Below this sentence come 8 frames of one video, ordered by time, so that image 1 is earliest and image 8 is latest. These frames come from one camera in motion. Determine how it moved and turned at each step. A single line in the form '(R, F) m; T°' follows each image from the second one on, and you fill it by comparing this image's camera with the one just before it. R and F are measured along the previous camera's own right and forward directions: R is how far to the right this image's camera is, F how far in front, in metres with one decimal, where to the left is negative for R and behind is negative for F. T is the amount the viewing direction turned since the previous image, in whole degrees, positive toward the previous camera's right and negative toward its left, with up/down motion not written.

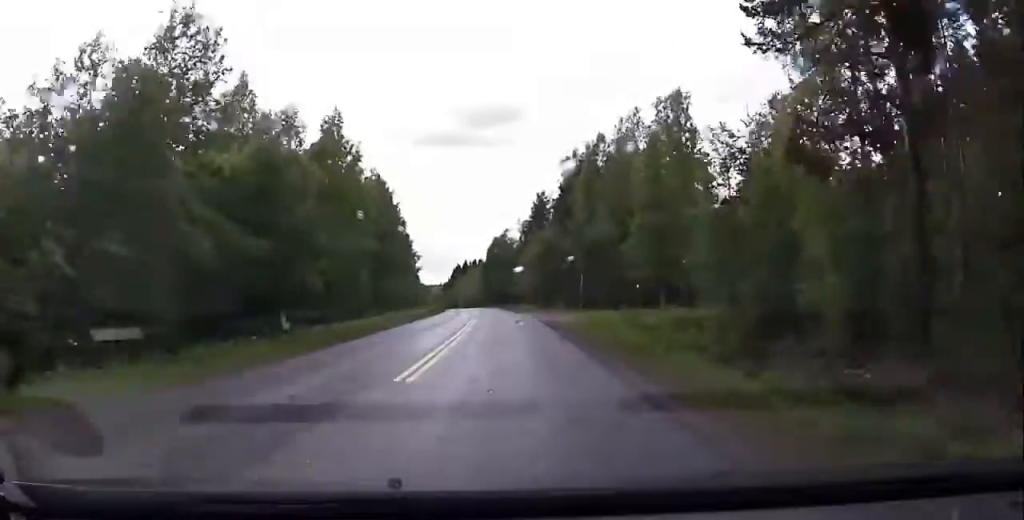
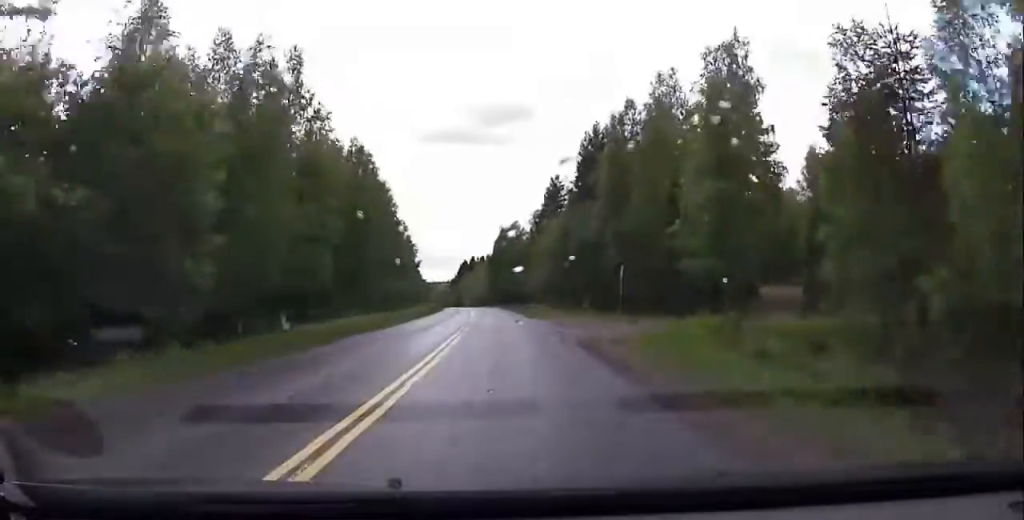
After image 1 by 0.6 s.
(0.0, +14.4) m; 0°
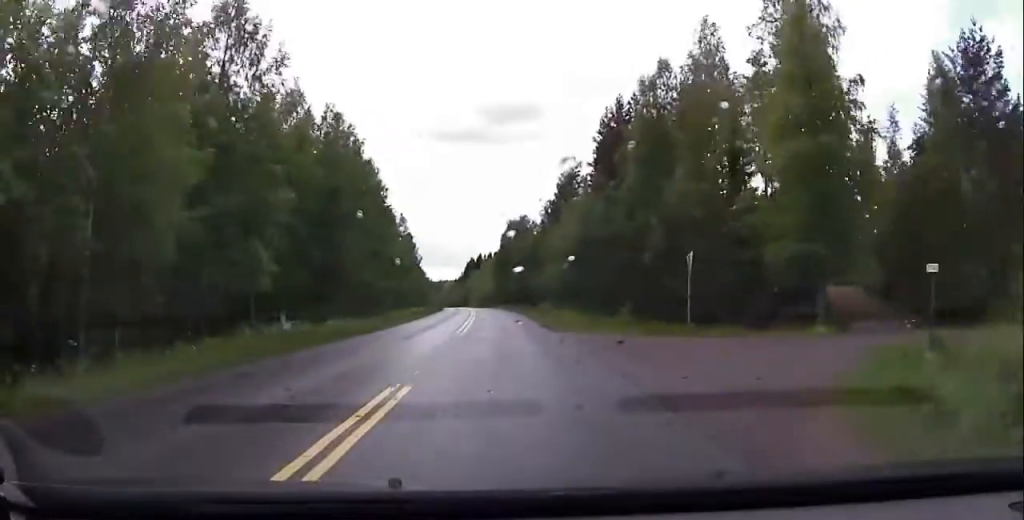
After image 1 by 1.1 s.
(+0.1, +12.0) m; -1°
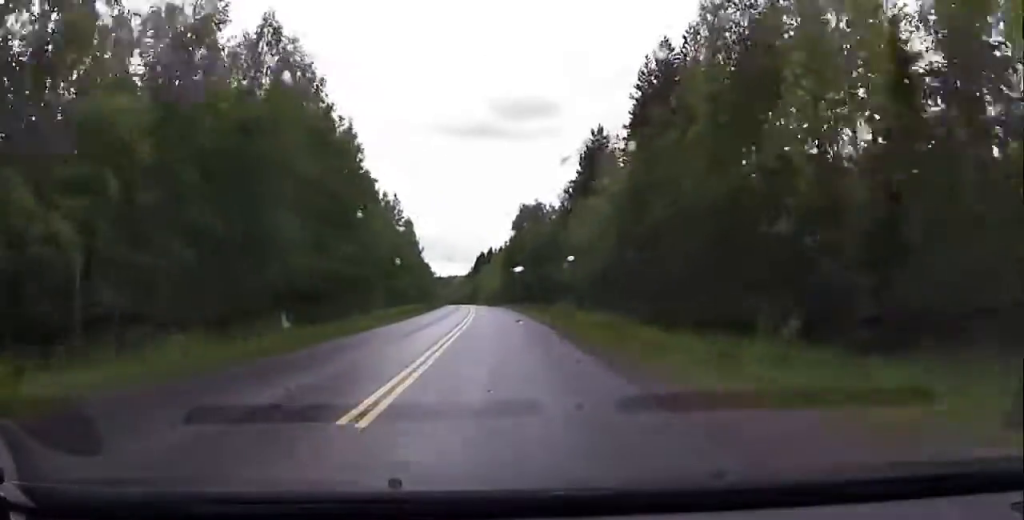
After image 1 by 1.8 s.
(-0.2, +16.9) m; -1°
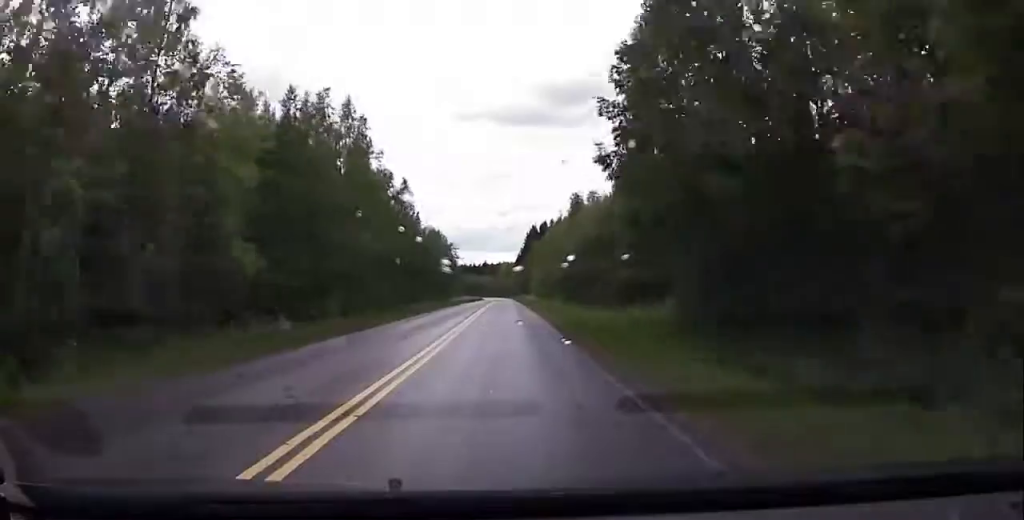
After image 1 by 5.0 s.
(-4.1, +77.5) m; -5°
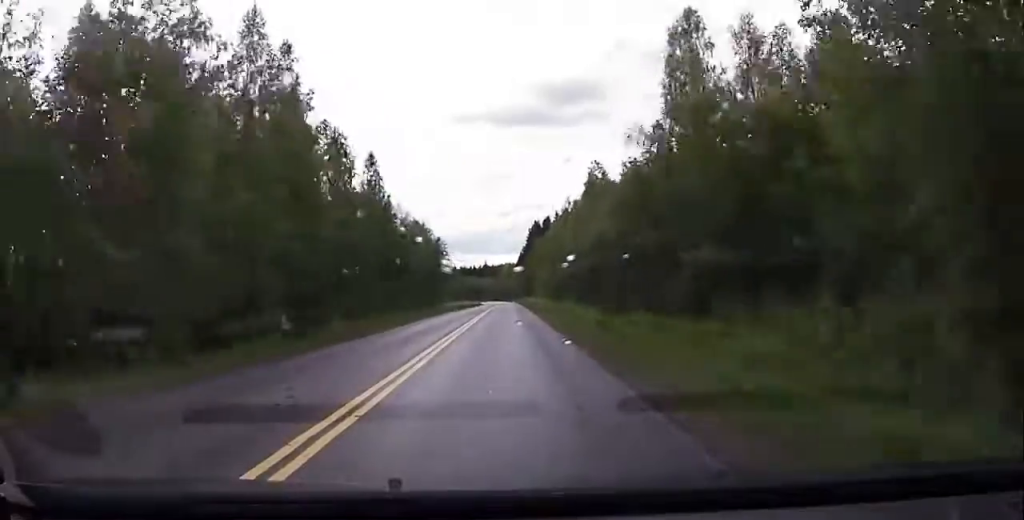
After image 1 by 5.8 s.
(0.0, +19.9) m; -1°
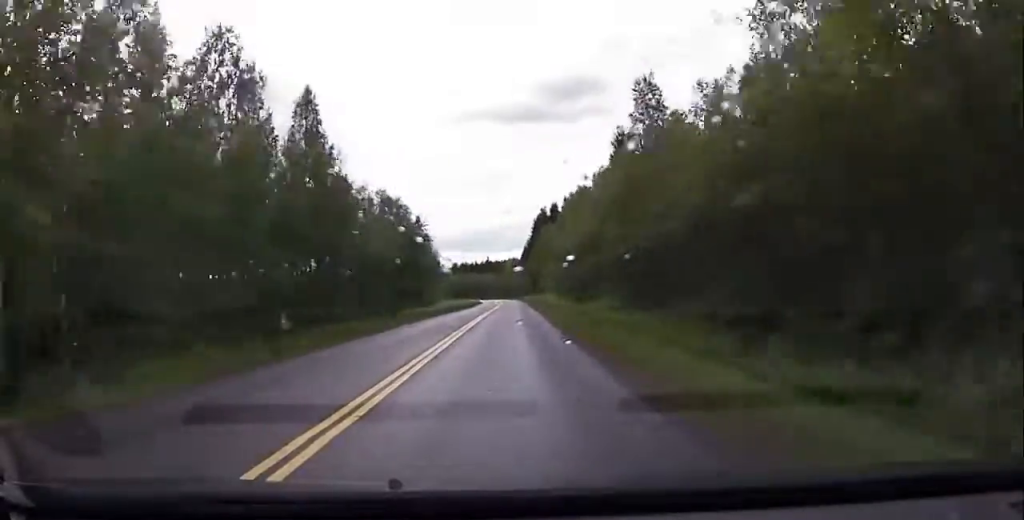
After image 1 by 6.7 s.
(-0.1, +22.5) m; -1°
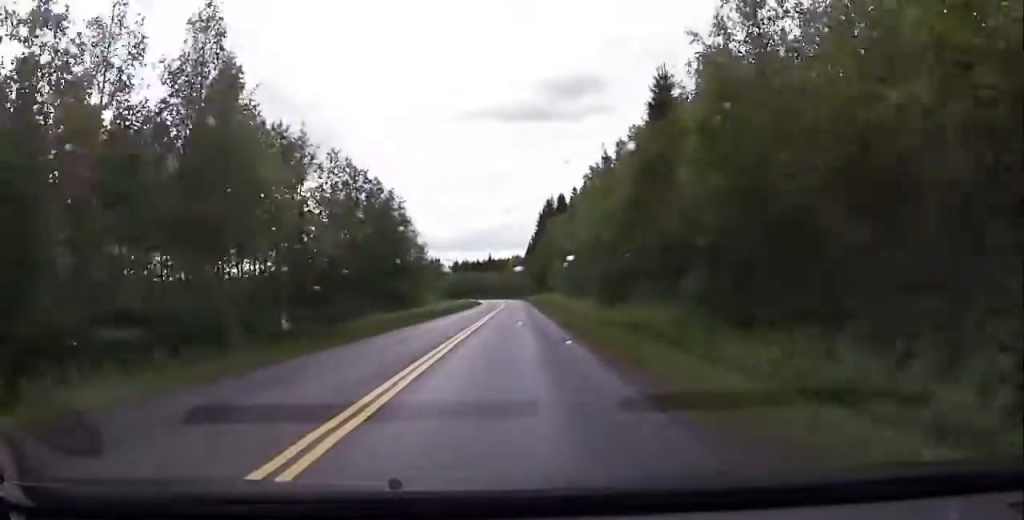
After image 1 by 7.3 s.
(-0.3, +16.7) m; 0°
